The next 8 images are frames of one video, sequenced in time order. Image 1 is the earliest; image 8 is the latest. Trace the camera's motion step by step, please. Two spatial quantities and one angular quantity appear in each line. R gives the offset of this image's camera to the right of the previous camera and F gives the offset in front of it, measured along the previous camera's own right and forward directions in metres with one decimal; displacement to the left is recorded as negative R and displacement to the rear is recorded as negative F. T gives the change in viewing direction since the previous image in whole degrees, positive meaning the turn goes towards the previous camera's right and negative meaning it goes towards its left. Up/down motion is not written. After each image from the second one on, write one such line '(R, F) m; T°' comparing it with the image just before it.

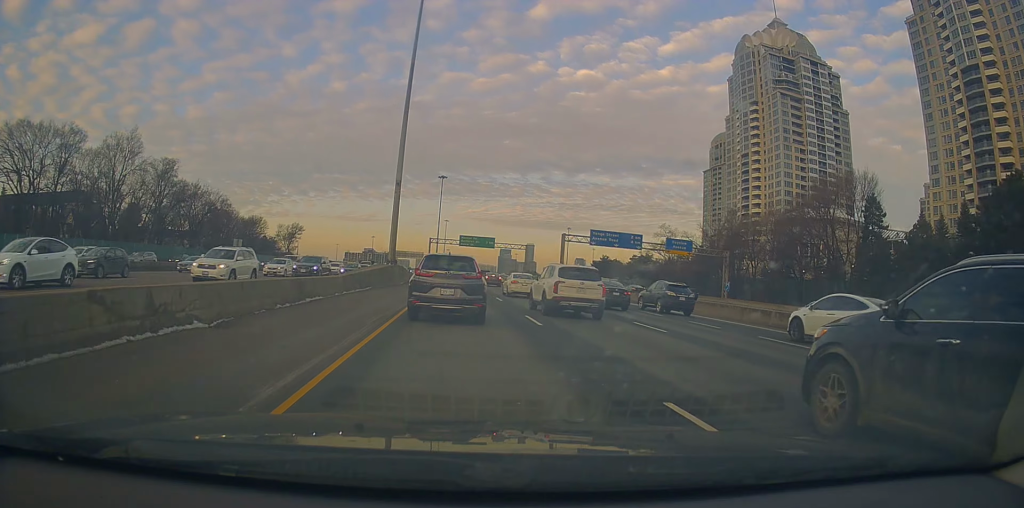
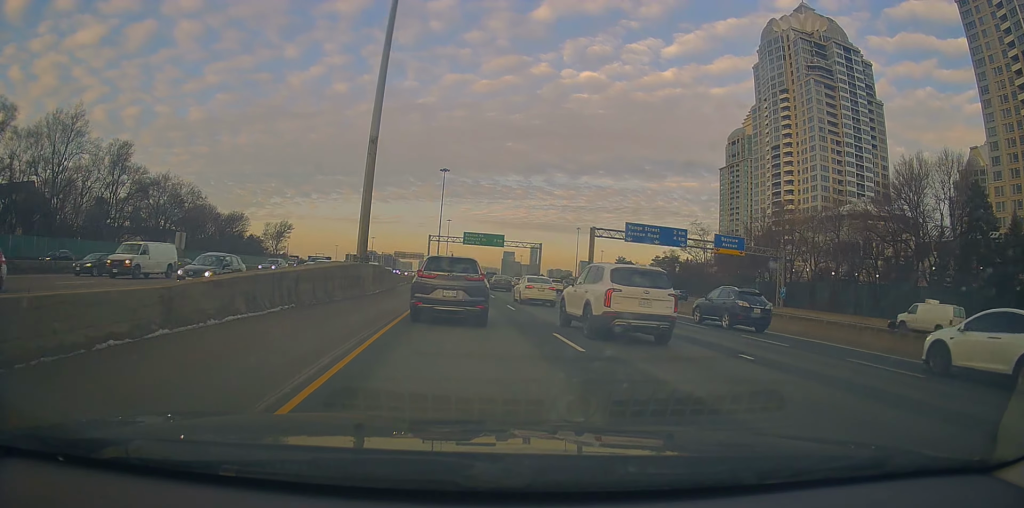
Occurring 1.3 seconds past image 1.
(-0.2, +17.1) m; +1°
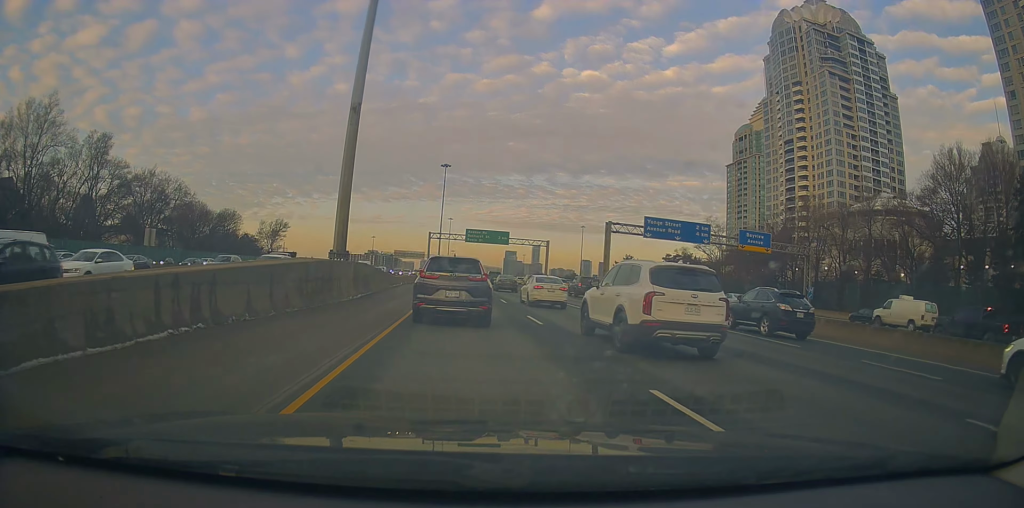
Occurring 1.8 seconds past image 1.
(+0.2, +6.5) m; +1°
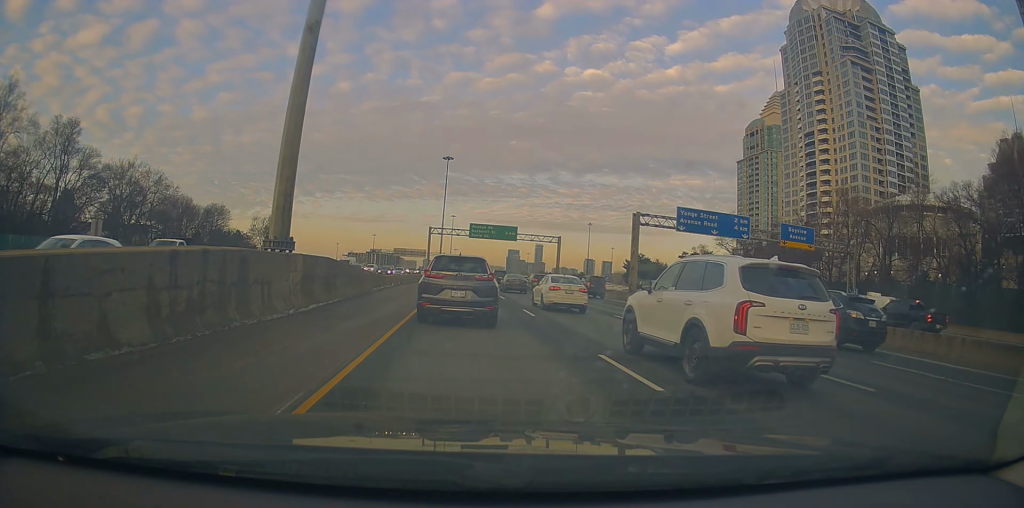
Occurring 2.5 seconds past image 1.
(+0.1, +9.1) m; +1°
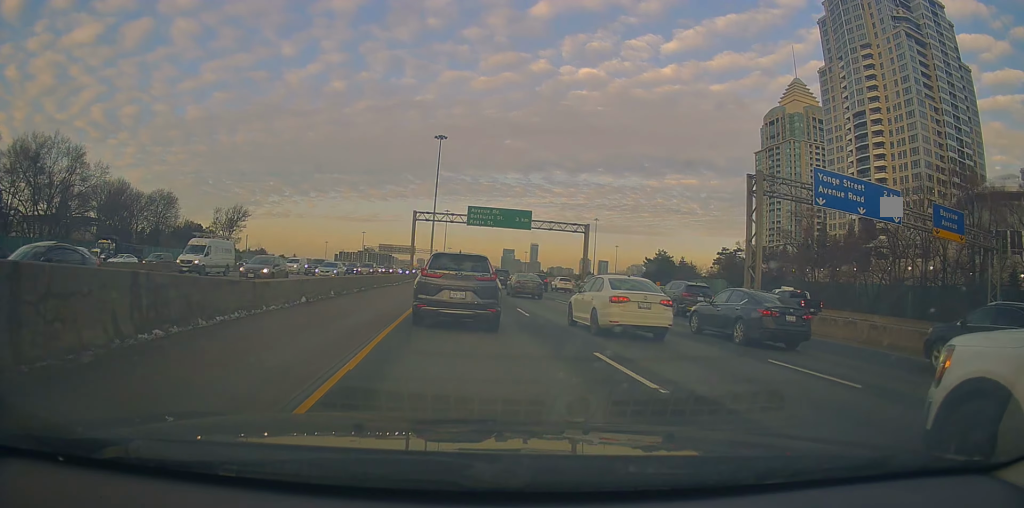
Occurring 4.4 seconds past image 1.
(-0.1, +24.3) m; -3°
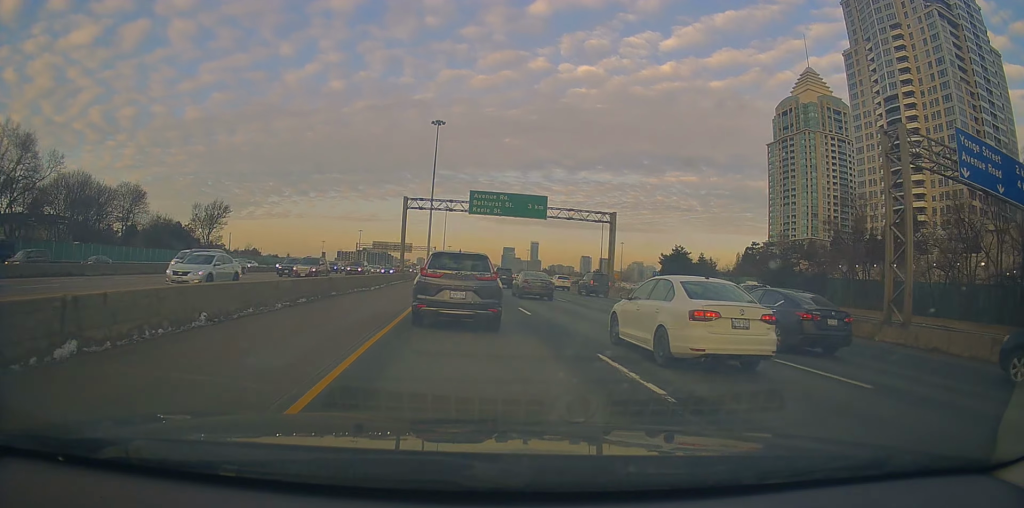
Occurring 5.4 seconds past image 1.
(-0.5, +12.5) m; 0°
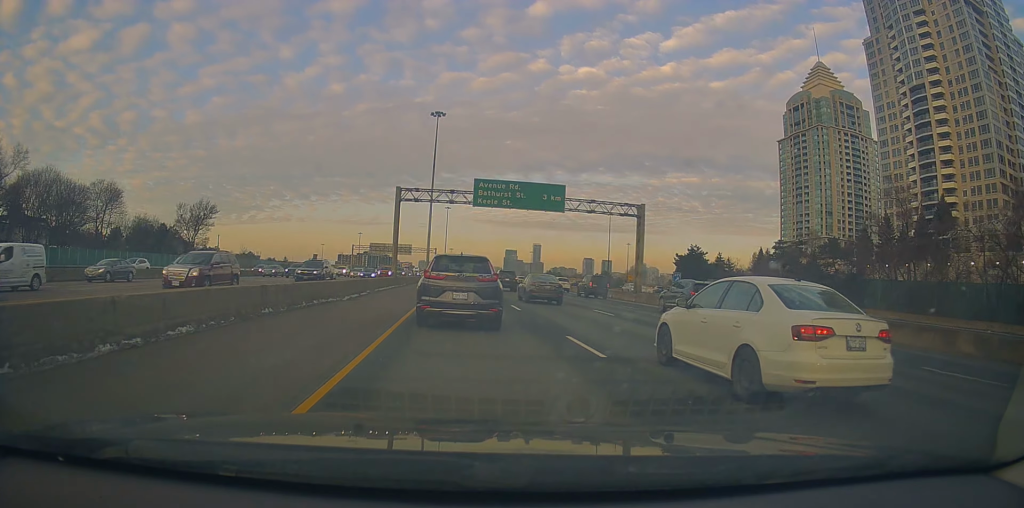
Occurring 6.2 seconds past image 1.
(+0.2, +9.0) m; +4°
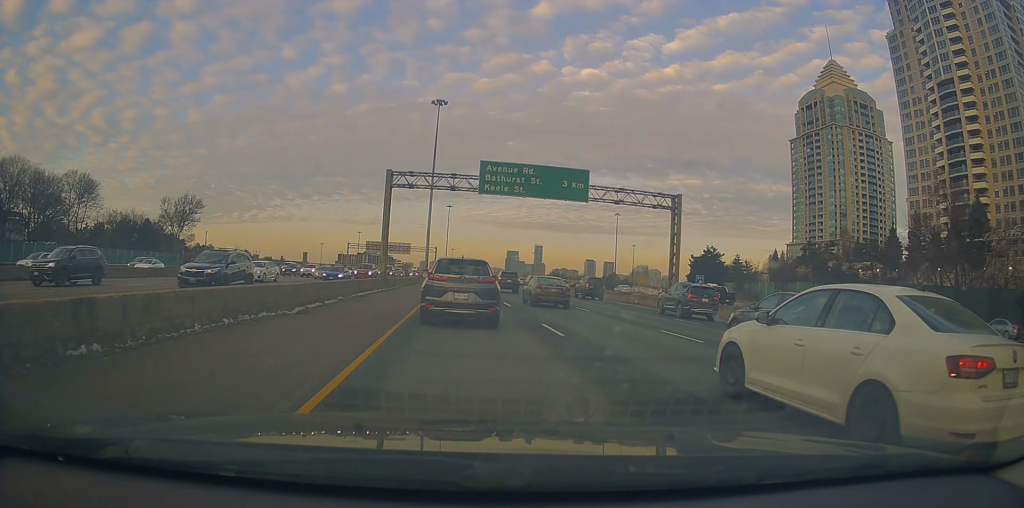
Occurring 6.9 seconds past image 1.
(+0.3, +8.2) m; 0°
